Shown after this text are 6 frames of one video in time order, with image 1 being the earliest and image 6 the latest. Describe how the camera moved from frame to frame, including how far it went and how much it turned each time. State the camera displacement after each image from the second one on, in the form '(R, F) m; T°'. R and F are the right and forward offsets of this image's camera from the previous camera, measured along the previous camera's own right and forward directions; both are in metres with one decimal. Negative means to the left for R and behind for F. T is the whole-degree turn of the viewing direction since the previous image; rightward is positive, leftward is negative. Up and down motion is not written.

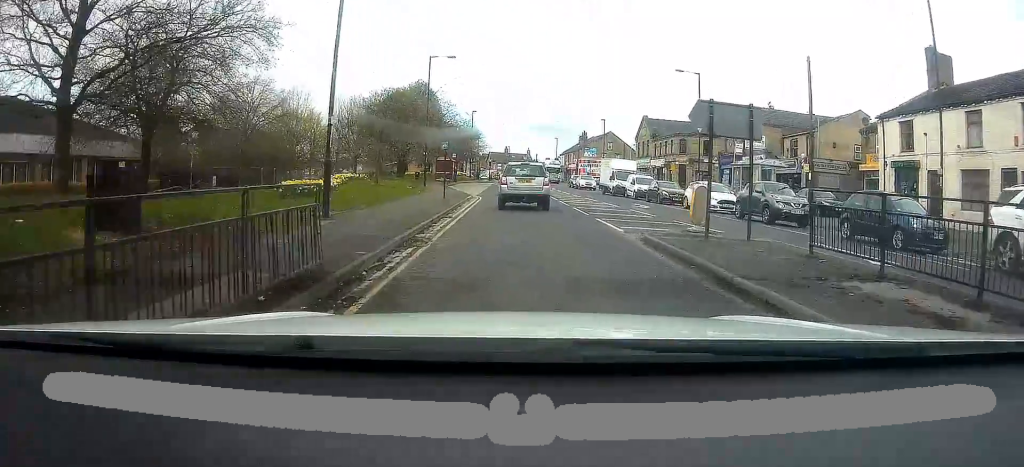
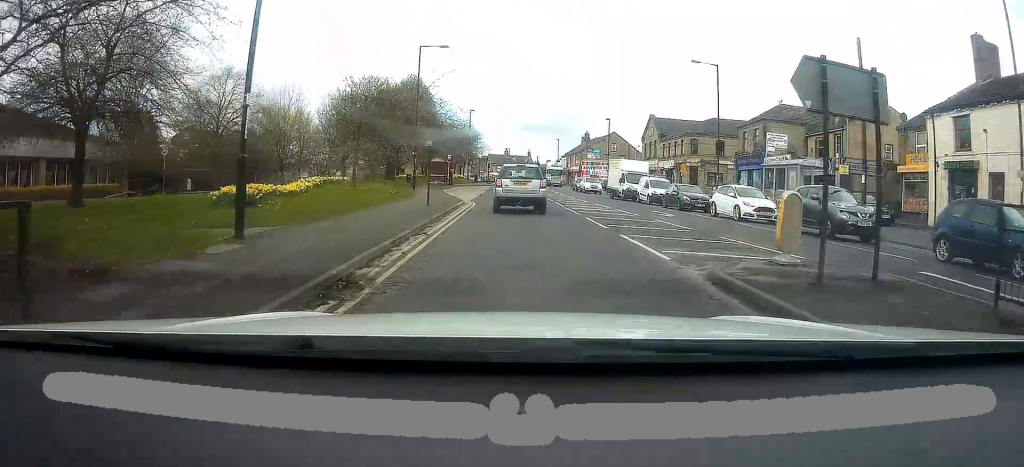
(+0.3, +4.4) m; +2°
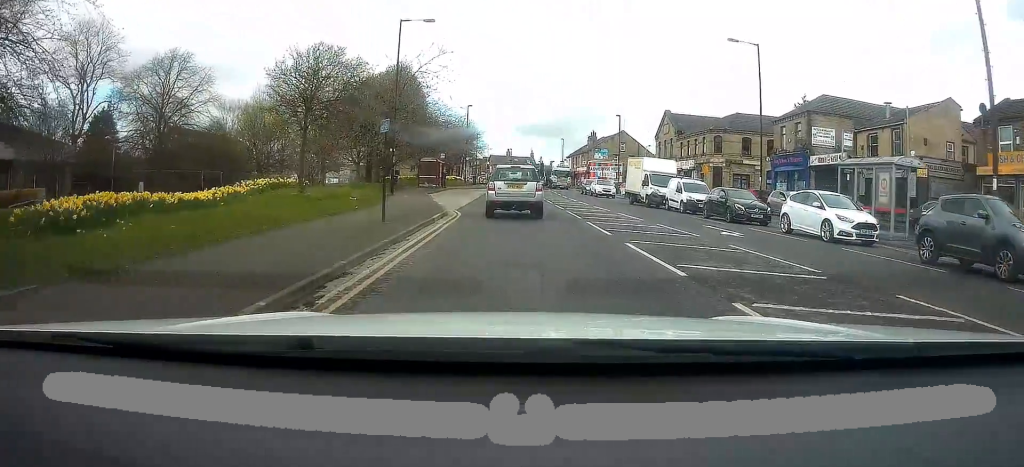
(+0.1, +7.1) m; 0°
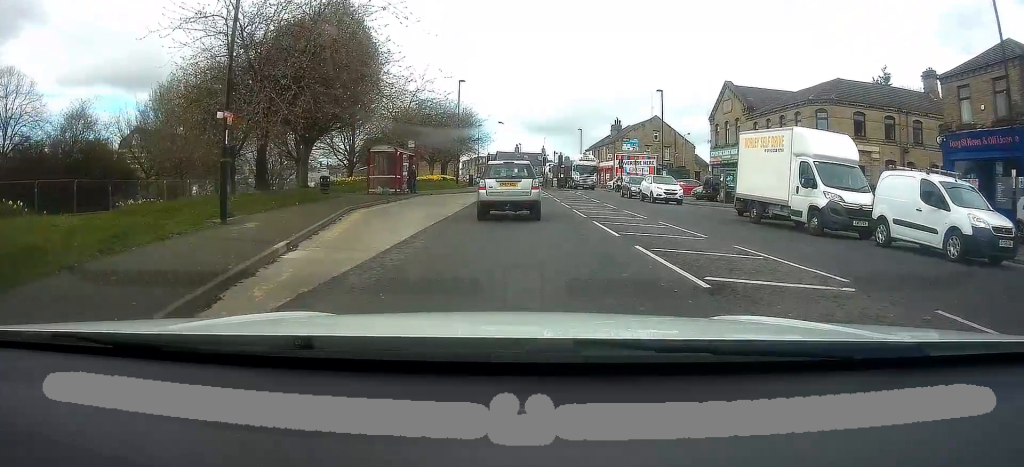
(-0.4, +19.0) m; 0°
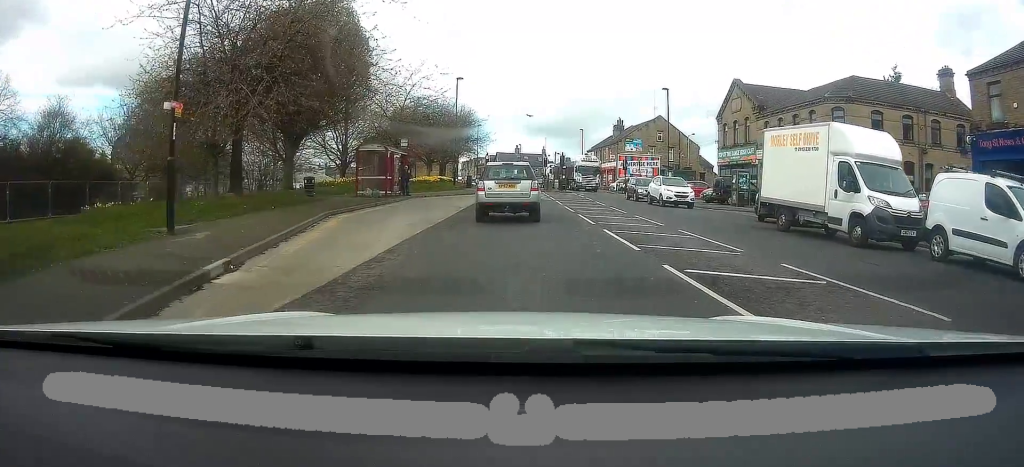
(0.0, +2.2) m; +1°
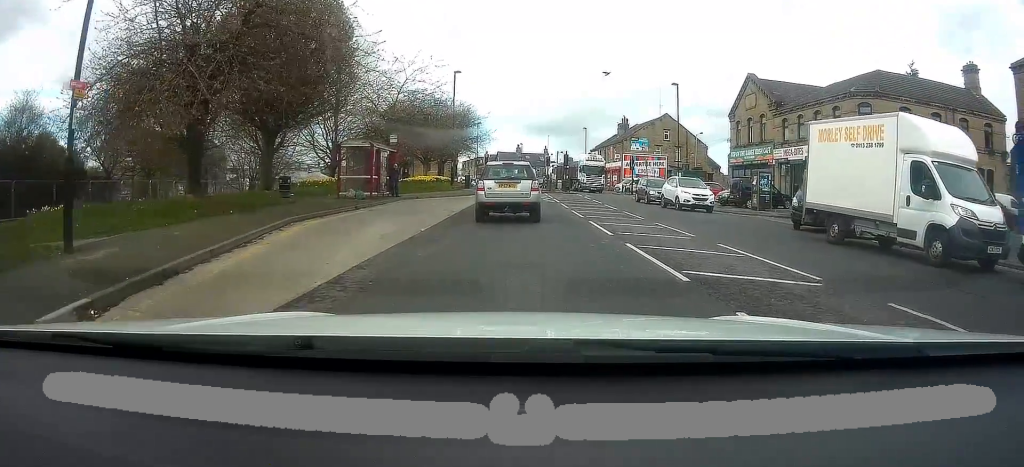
(0.0, +3.0) m; 0°
